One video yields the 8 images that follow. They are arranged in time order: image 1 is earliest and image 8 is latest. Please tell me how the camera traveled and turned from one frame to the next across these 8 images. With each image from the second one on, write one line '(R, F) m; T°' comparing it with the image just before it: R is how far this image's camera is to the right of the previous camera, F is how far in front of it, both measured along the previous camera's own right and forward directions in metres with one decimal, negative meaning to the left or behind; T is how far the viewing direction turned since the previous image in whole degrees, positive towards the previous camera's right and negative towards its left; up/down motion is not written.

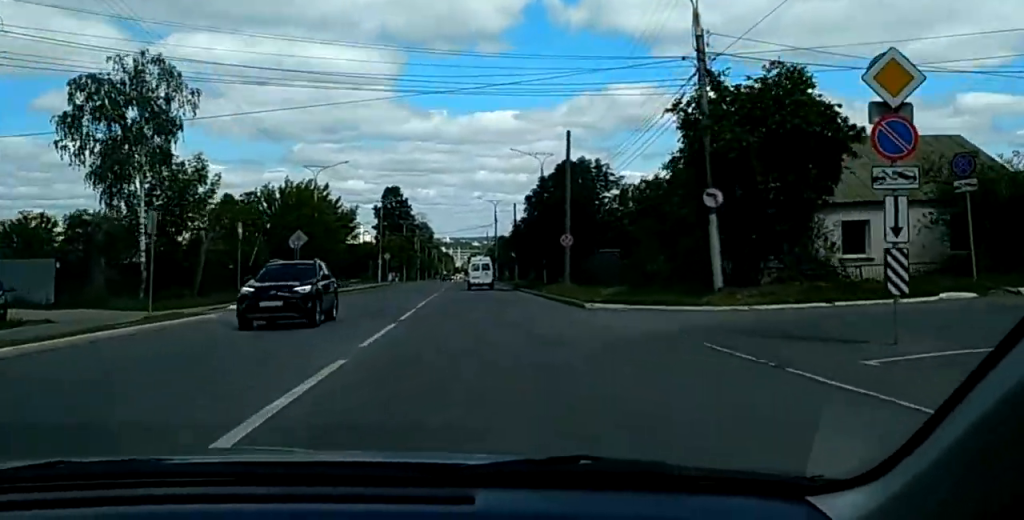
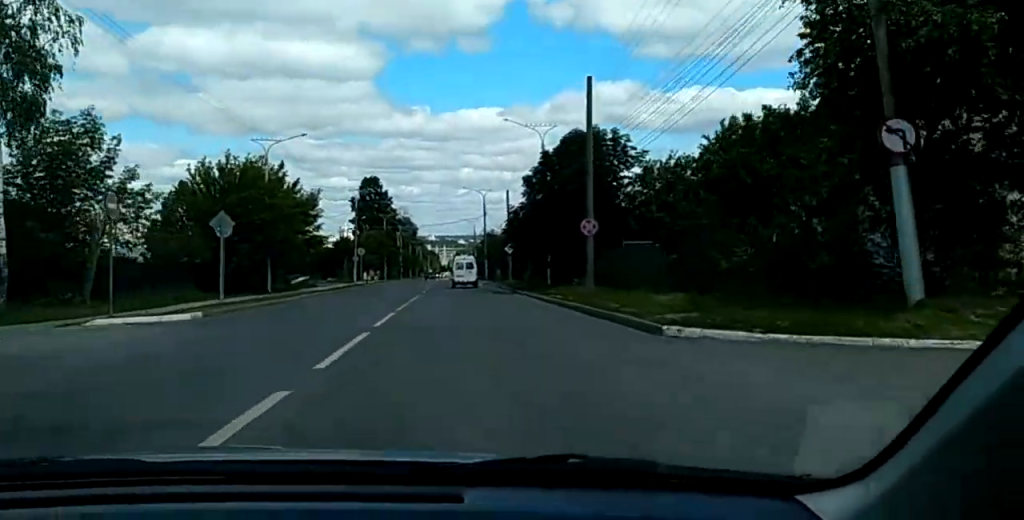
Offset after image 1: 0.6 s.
(0.0, +10.8) m; 0°
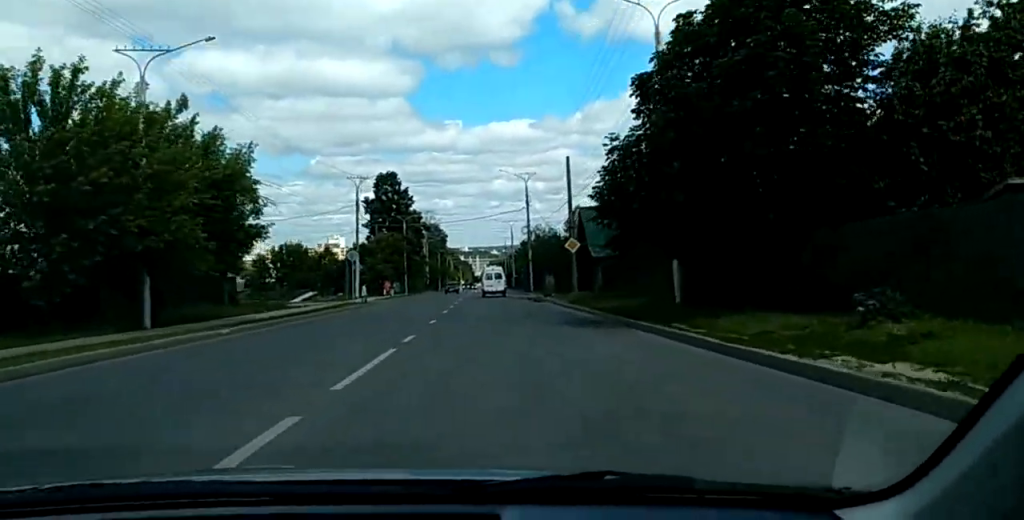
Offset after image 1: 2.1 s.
(-0.1, +24.1) m; 0°
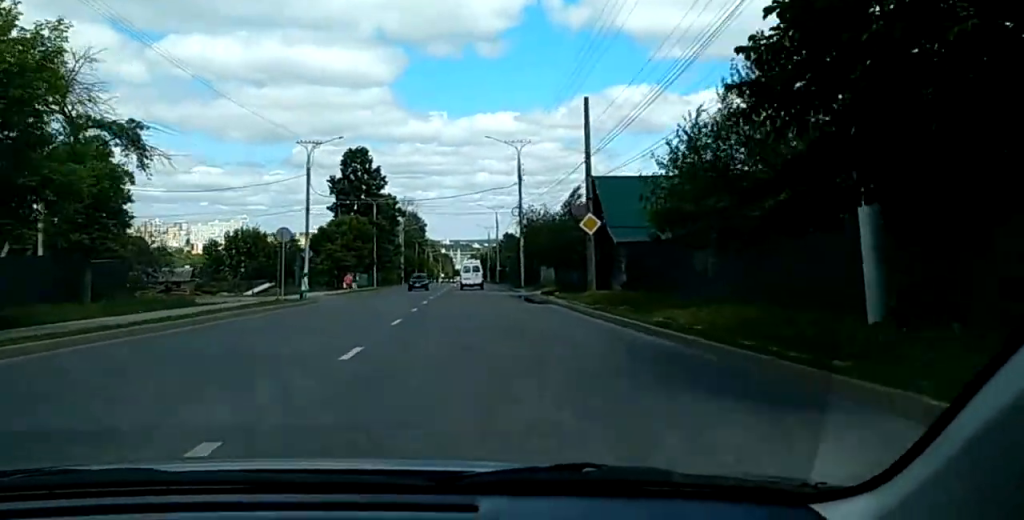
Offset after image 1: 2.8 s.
(0.0, +12.7) m; 0°
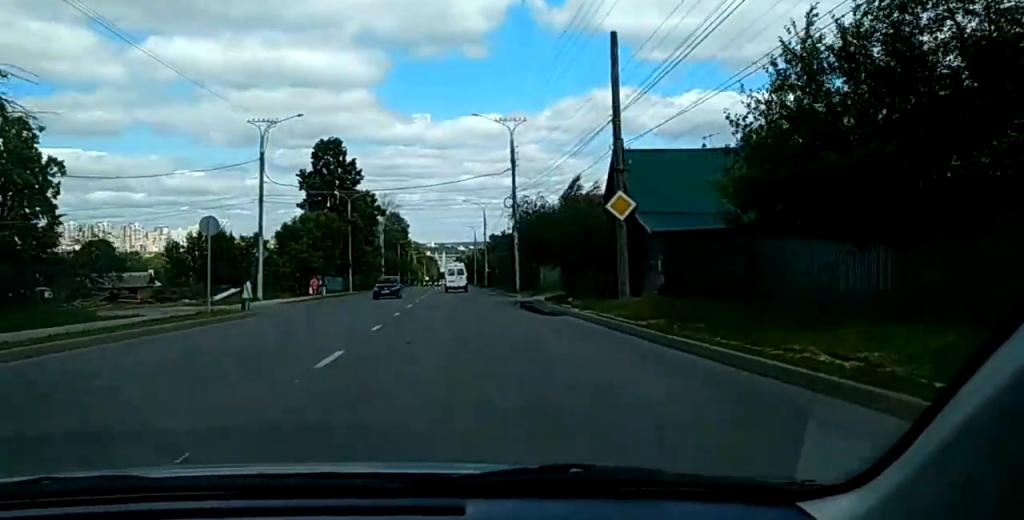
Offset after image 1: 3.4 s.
(0.0, +8.8) m; -1°
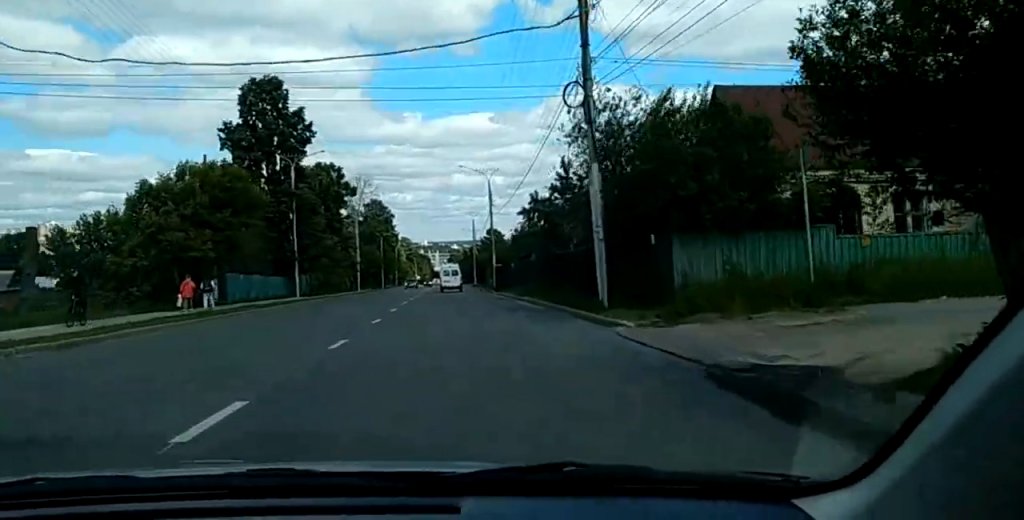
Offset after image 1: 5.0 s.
(-0.6, +29.1) m; -2°
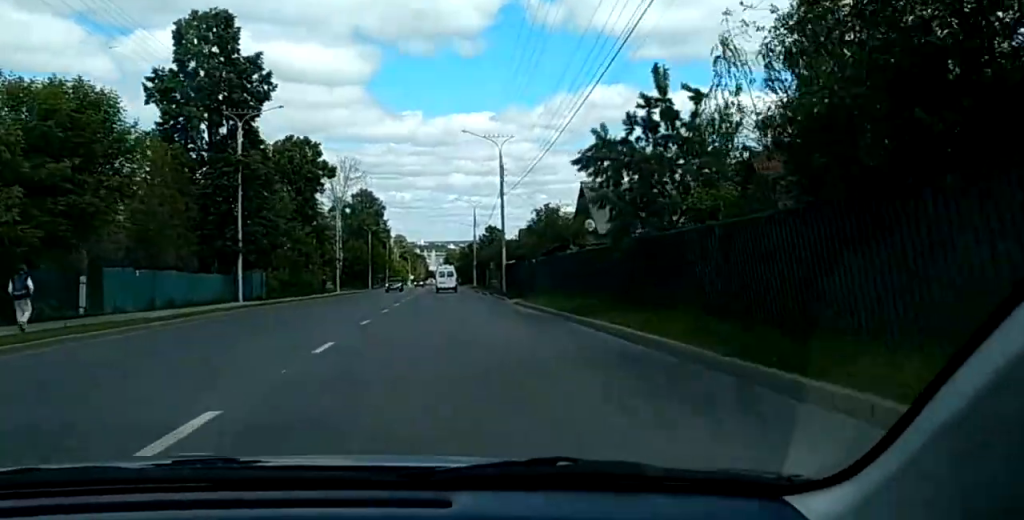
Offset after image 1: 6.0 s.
(0.0, +16.4) m; +1°
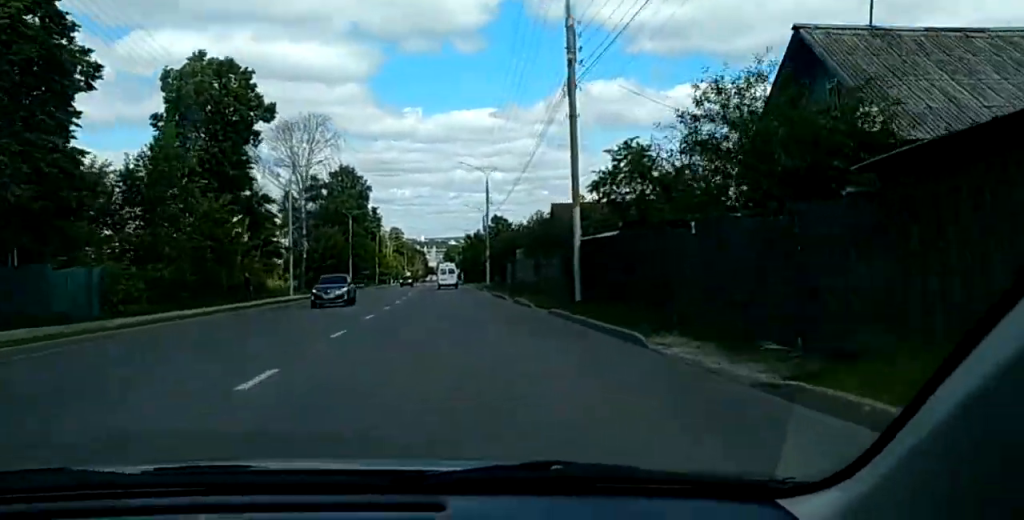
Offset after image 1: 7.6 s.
(+0.2, +28.8) m; 0°
